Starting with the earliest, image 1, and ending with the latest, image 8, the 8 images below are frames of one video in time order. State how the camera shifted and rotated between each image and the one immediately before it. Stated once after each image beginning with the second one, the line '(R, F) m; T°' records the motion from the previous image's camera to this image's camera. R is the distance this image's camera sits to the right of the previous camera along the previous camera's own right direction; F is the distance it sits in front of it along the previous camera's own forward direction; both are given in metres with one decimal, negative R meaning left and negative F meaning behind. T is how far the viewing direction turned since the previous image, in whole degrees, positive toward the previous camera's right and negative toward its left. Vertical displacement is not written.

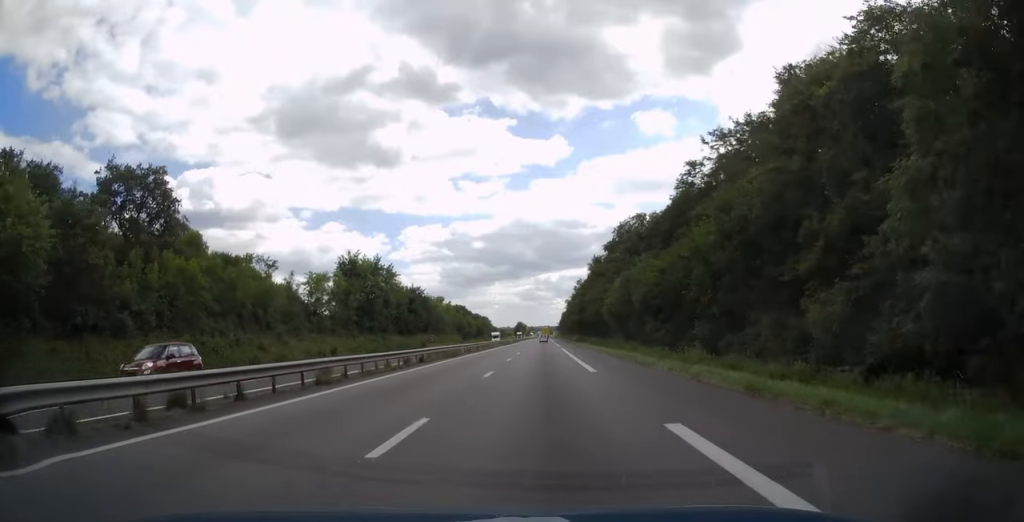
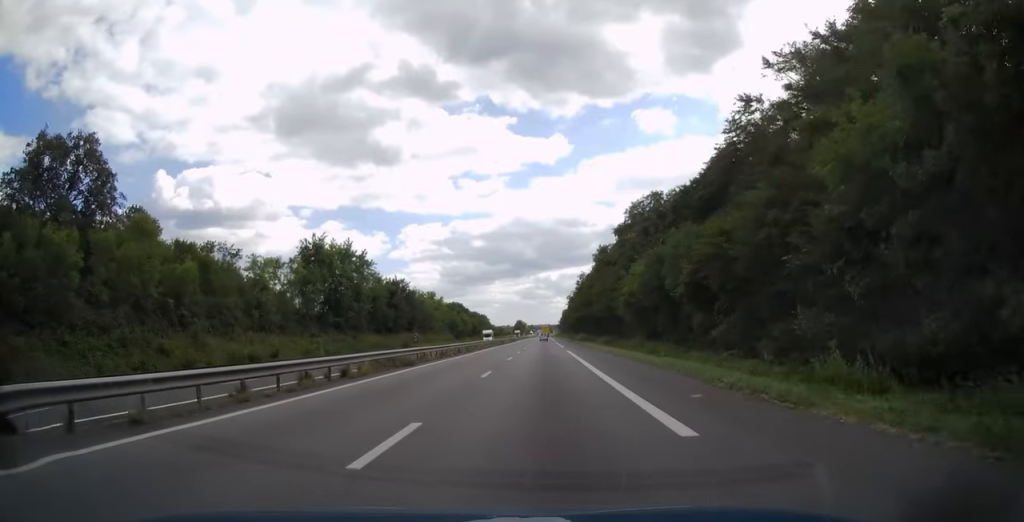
(0.0, +13.7) m; 0°
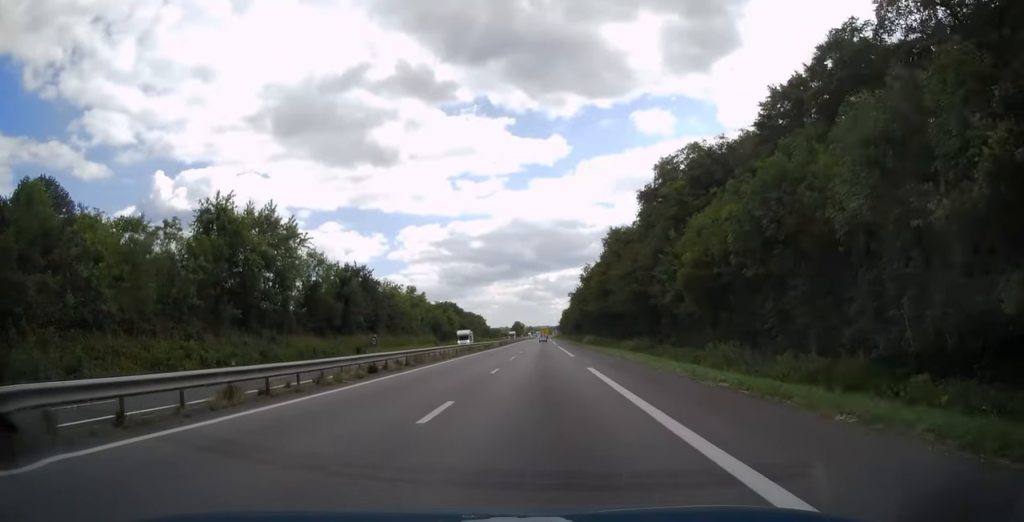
(0.0, +22.6) m; 0°
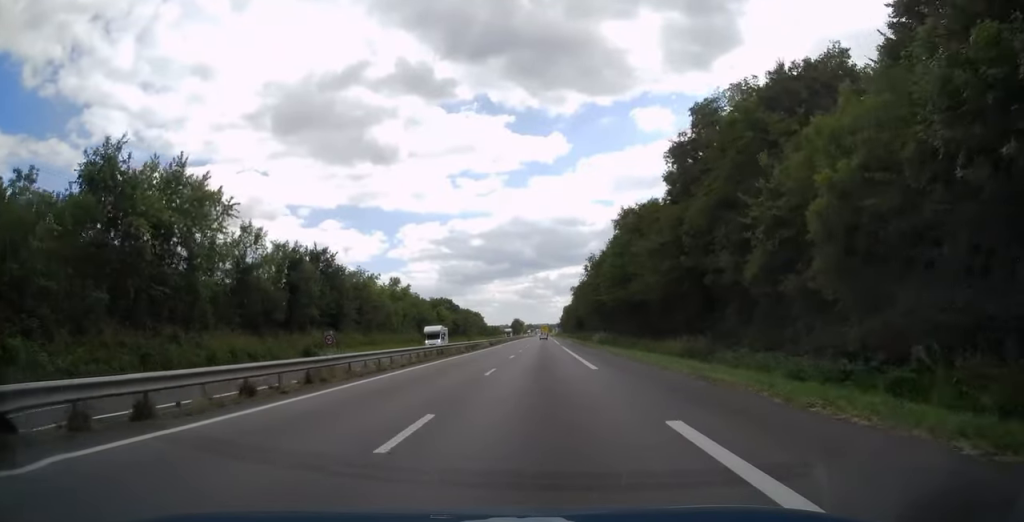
(0.0, +15.2) m; 0°
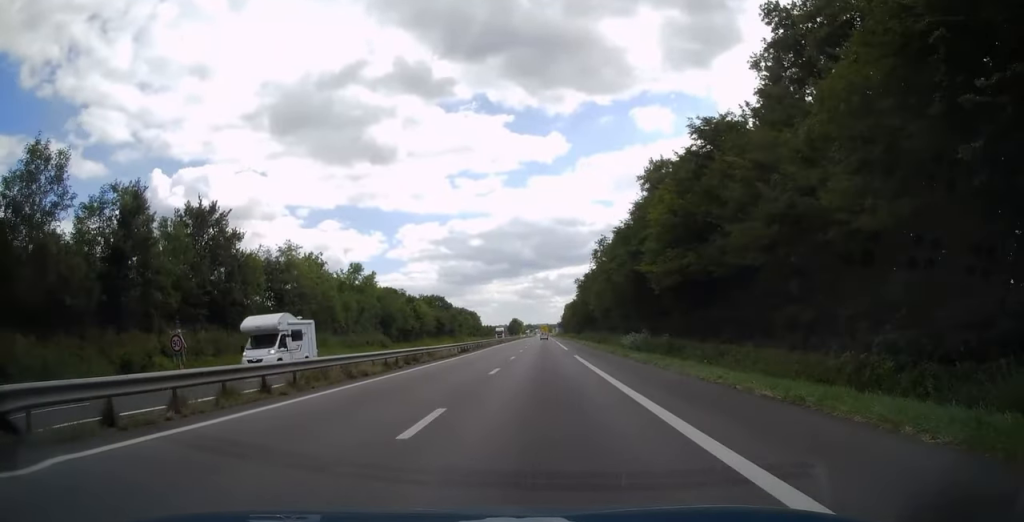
(0.0, +25.0) m; 0°
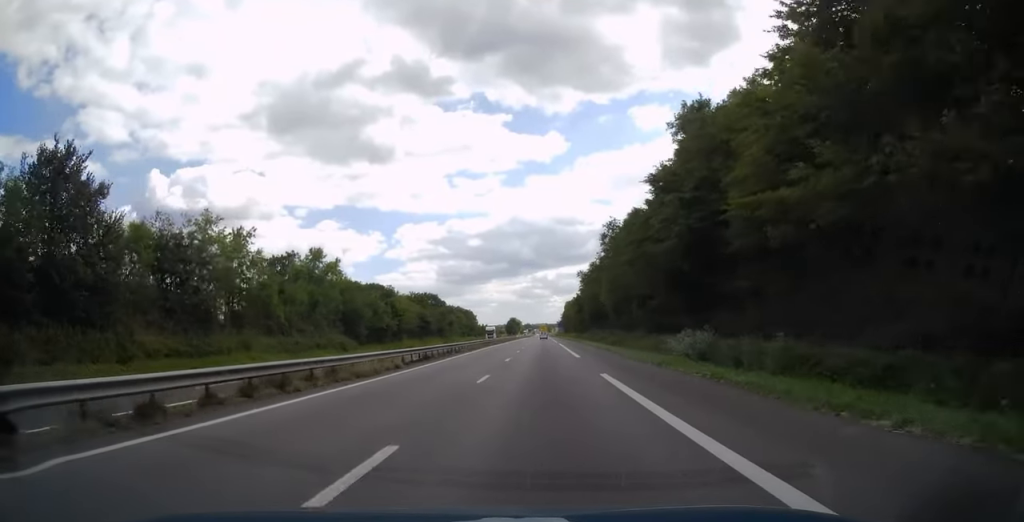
(0.0, +16.7) m; 0°
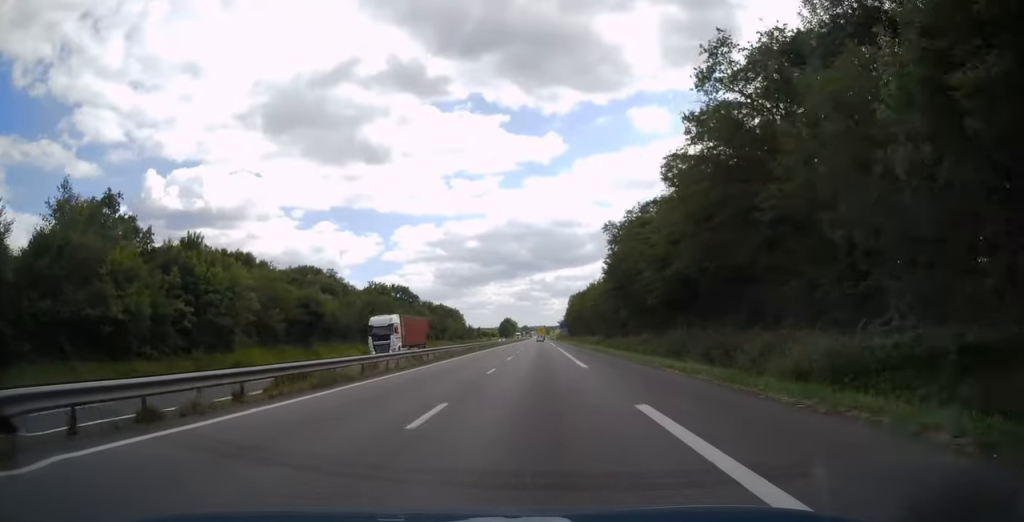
(+0.1, +59.8) m; 0°
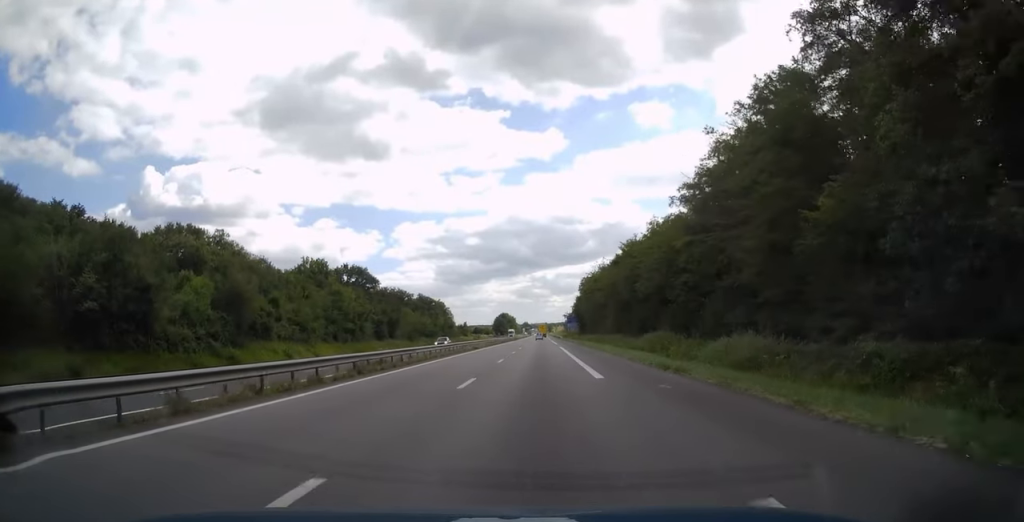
(-0.1, +58.3) m; 0°
